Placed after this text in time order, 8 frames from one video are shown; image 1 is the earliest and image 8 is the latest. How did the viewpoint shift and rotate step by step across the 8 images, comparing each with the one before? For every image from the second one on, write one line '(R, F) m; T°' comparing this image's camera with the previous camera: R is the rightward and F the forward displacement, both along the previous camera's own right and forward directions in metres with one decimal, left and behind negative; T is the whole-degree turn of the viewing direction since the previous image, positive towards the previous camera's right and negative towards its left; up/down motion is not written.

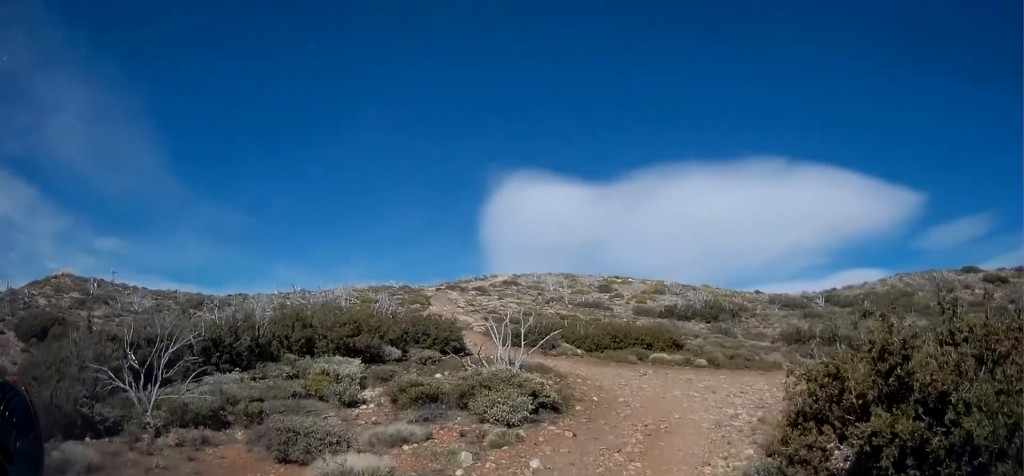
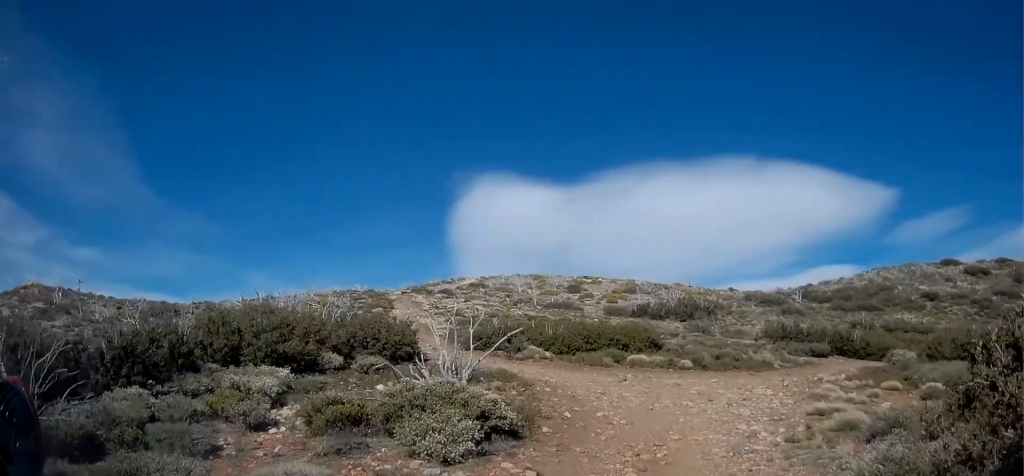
(+0.1, +3.1) m; +4°
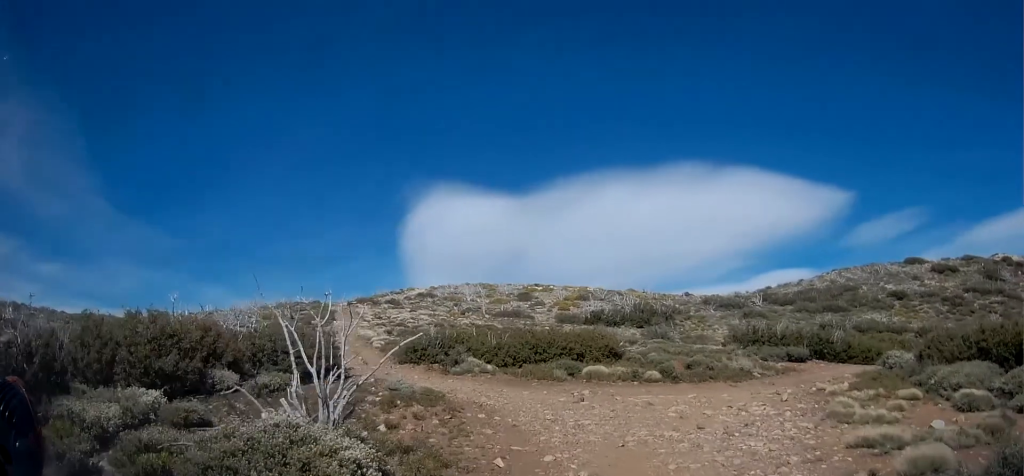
(+0.2, +4.0) m; +4°
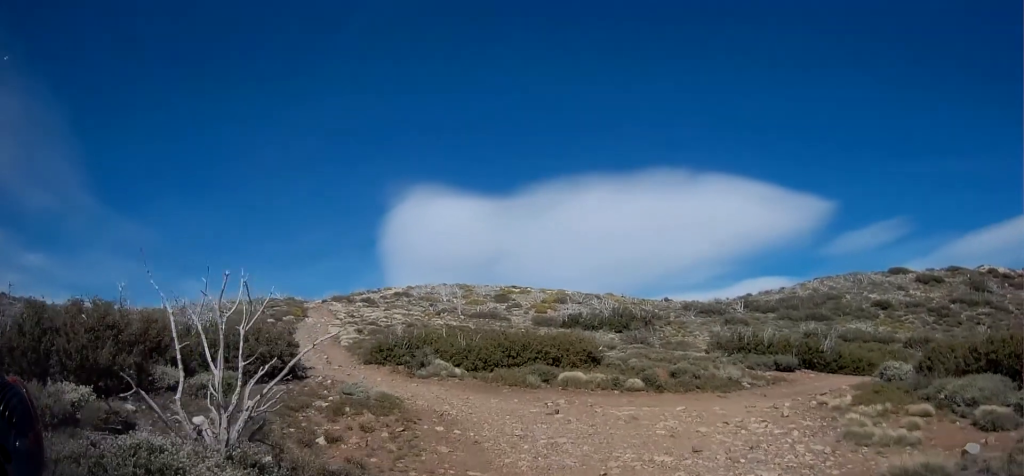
(0.0, +1.9) m; +2°
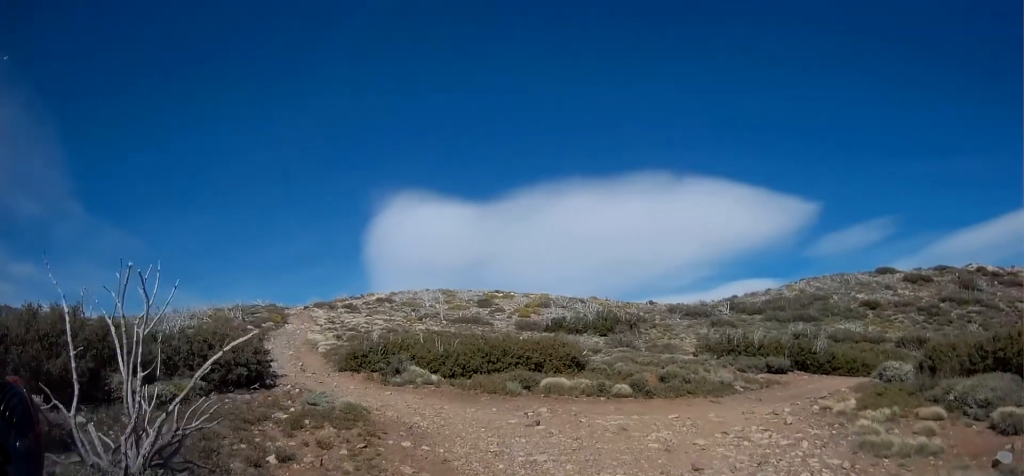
(0.0, +1.2) m; +2°
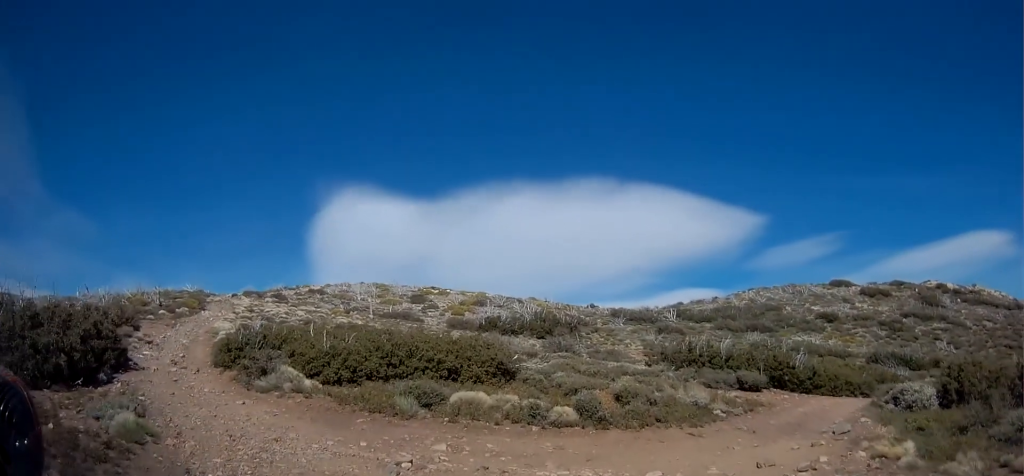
(+0.5, +5.5) m; +12°
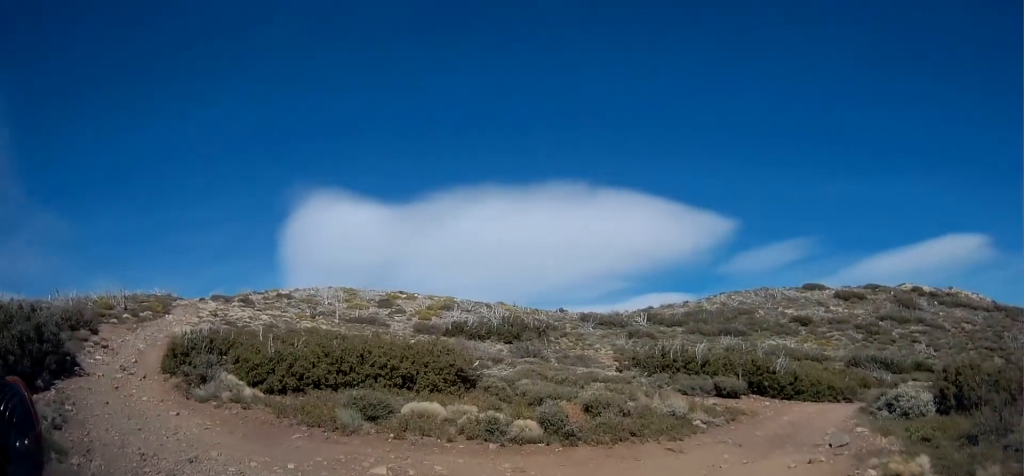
(0.0, +1.4) m; +4°
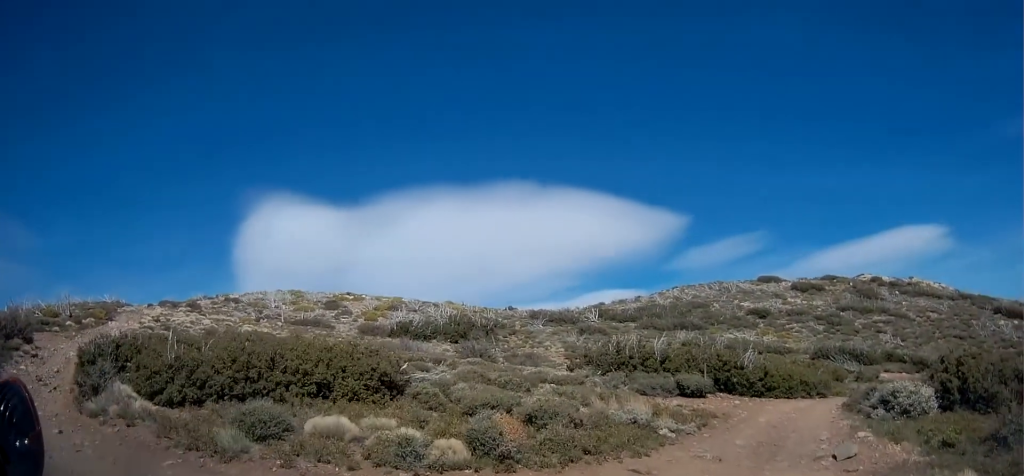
(+0.2, +2.6) m; +5°
